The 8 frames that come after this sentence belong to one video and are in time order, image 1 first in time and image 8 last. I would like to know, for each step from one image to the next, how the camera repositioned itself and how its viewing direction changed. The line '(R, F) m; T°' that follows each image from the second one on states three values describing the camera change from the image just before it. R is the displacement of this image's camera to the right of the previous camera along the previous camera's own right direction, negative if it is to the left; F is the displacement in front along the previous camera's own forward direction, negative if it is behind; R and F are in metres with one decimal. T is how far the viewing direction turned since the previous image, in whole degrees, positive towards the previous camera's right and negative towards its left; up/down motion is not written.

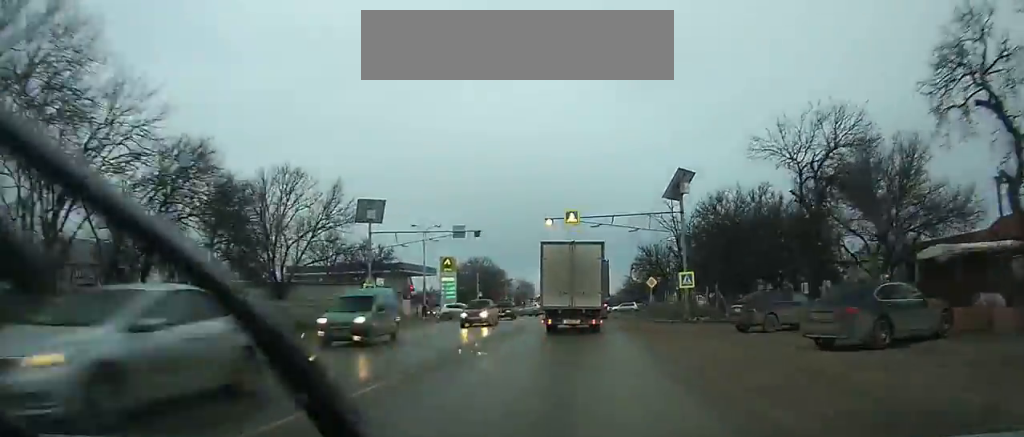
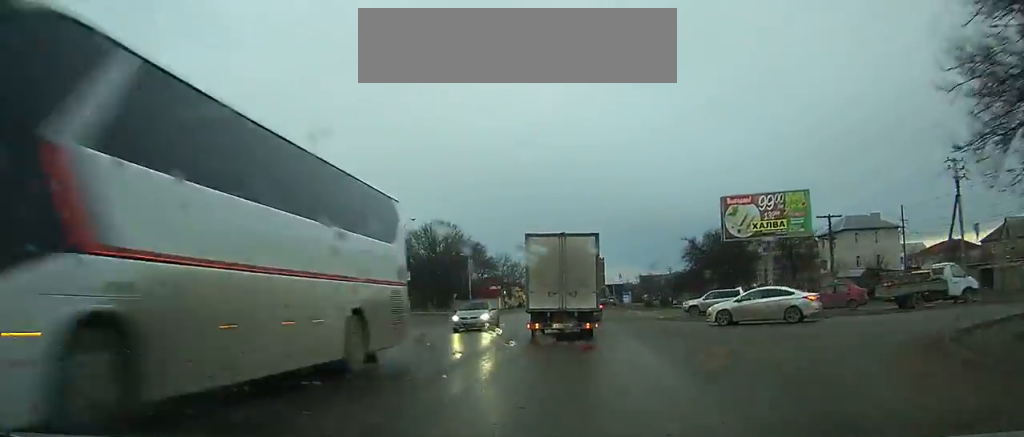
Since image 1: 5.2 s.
(-0.4, +58.8) m; -1°
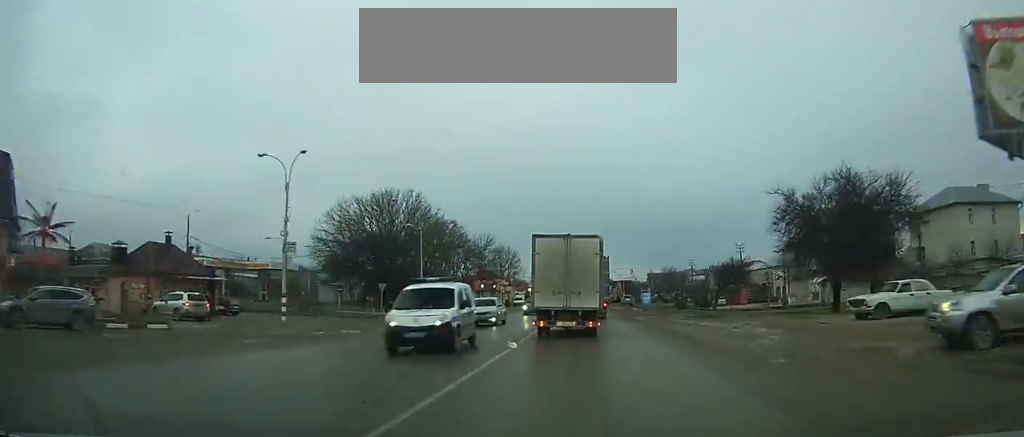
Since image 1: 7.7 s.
(0.0, +27.5) m; +1°
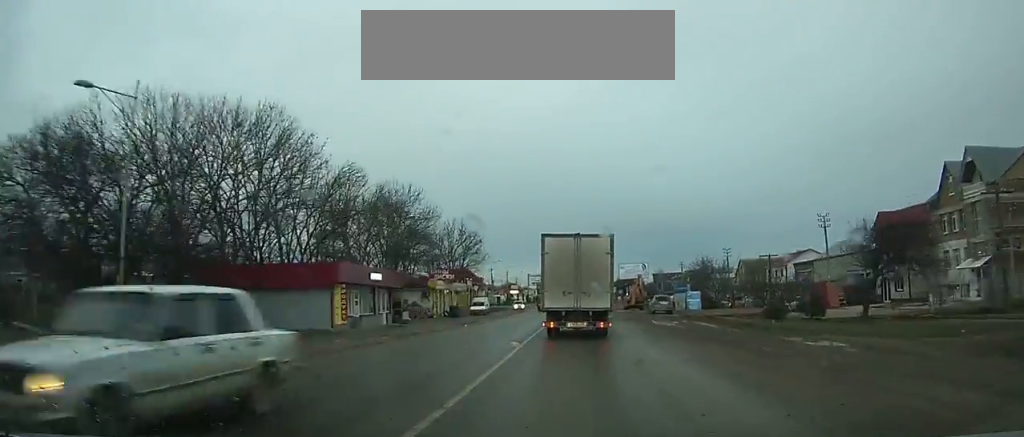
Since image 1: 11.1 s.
(+0.4, +36.3) m; +1°
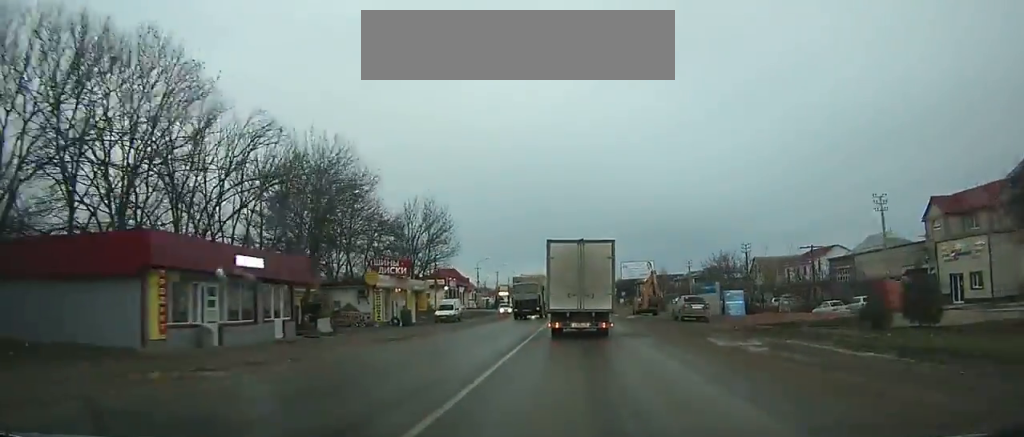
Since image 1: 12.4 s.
(0.0, +13.5) m; 0°
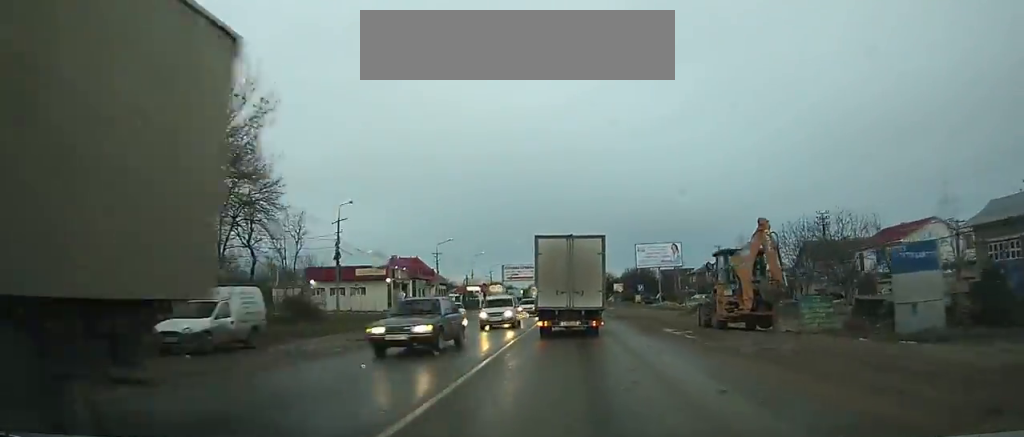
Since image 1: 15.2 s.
(-0.1, +27.1) m; 0°
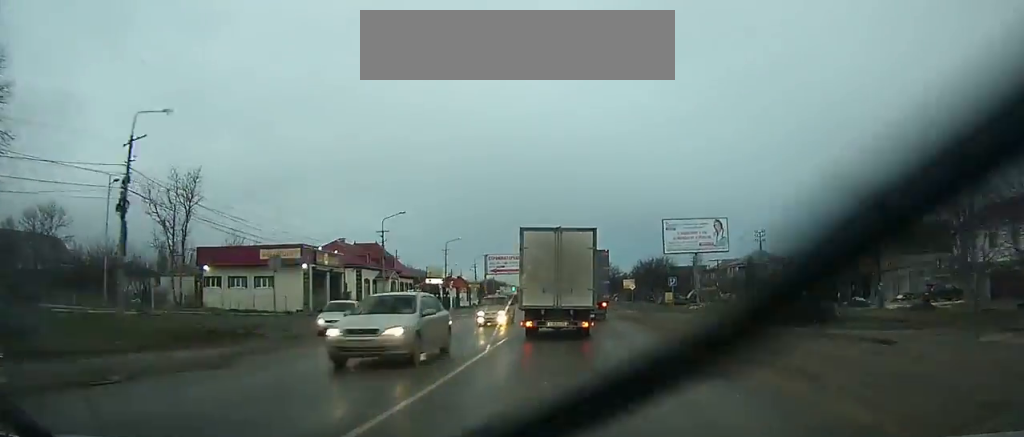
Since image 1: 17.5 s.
(-0.1, +19.8) m; 0°
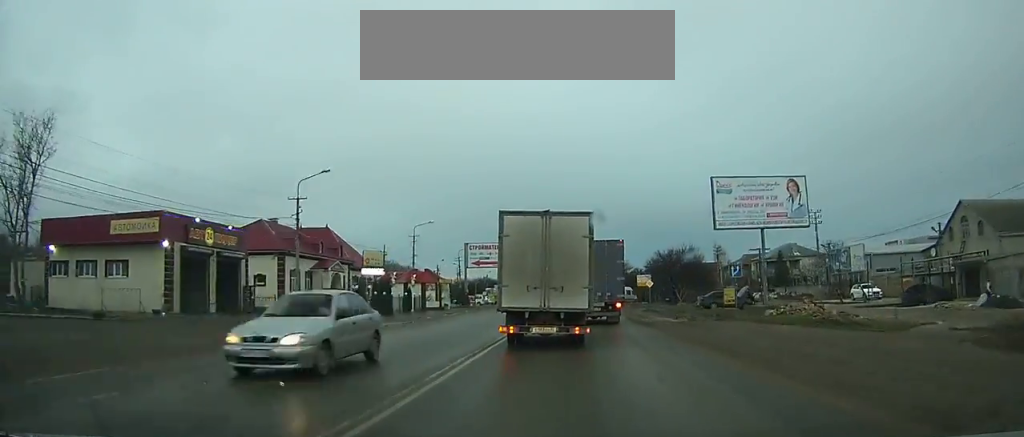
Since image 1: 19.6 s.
(0.0, +16.3) m; 0°
